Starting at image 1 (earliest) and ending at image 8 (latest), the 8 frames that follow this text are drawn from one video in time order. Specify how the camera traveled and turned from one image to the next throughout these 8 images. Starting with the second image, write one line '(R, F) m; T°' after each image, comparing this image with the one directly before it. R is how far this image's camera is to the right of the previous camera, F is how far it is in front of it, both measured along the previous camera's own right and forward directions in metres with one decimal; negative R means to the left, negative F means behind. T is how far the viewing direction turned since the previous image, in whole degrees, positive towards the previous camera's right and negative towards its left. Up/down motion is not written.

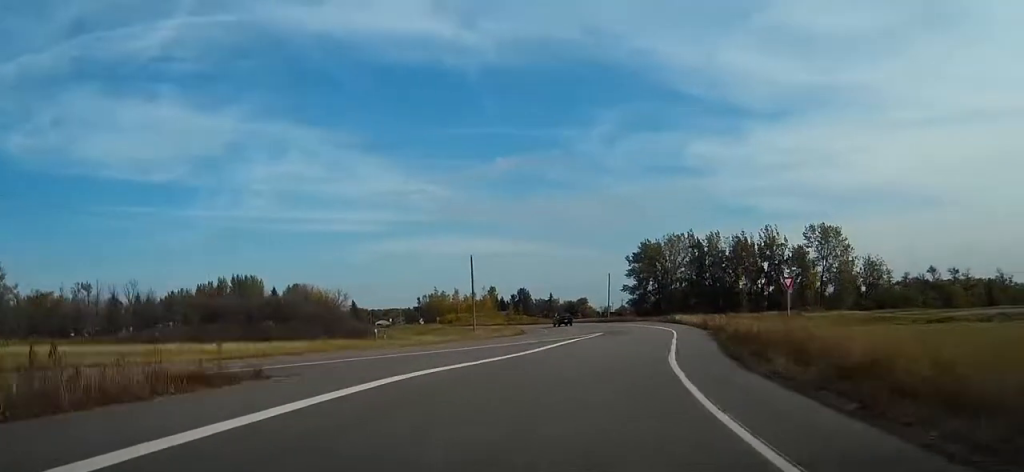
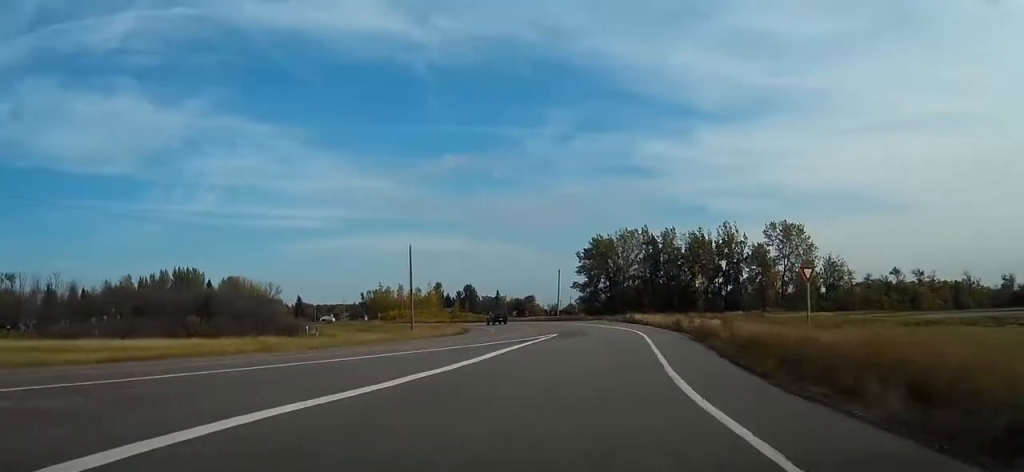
(+0.3, +7.8) m; +4°
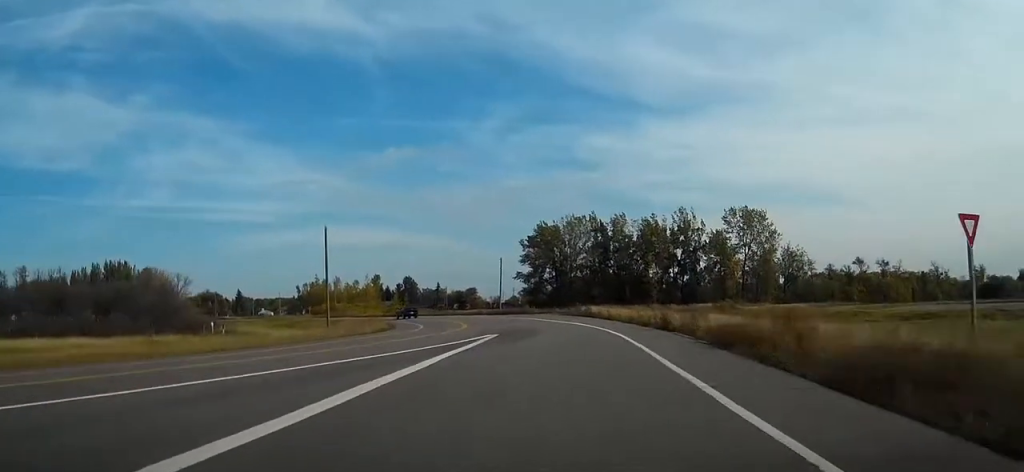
(+0.7, +12.5) m; +4°
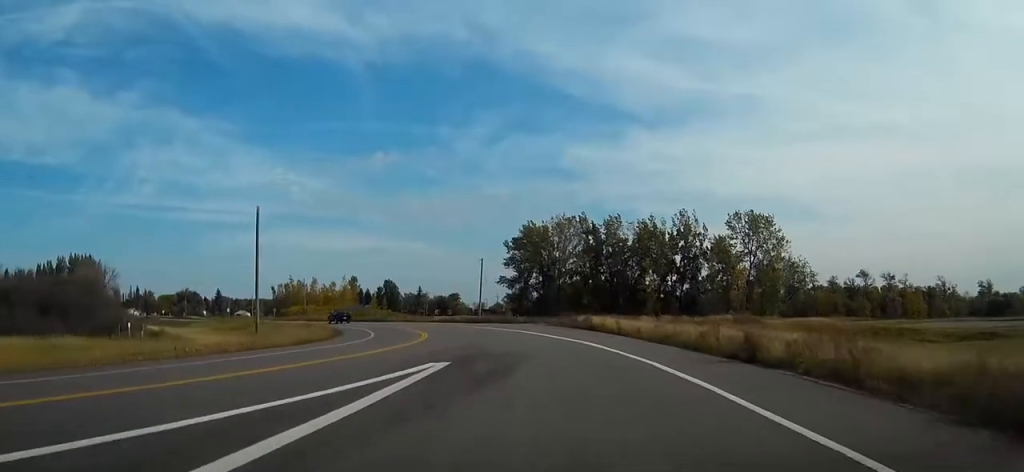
(+0.5, +14.6) m; +2°
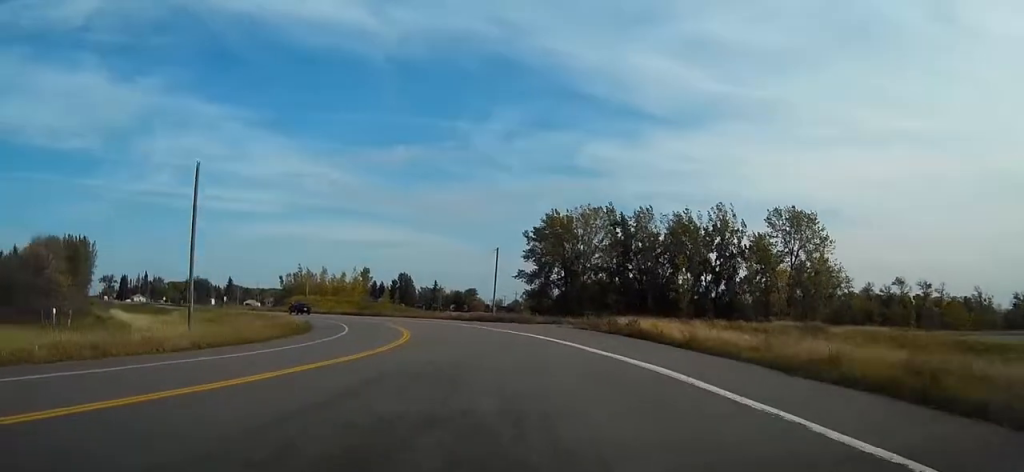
(0.0, +14.1) m; -1°
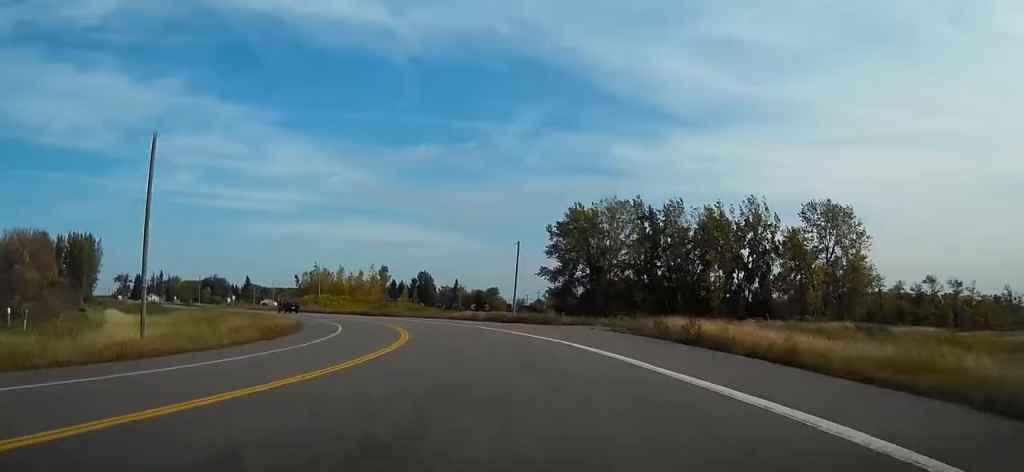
(0.0, +7.8) m; -1°
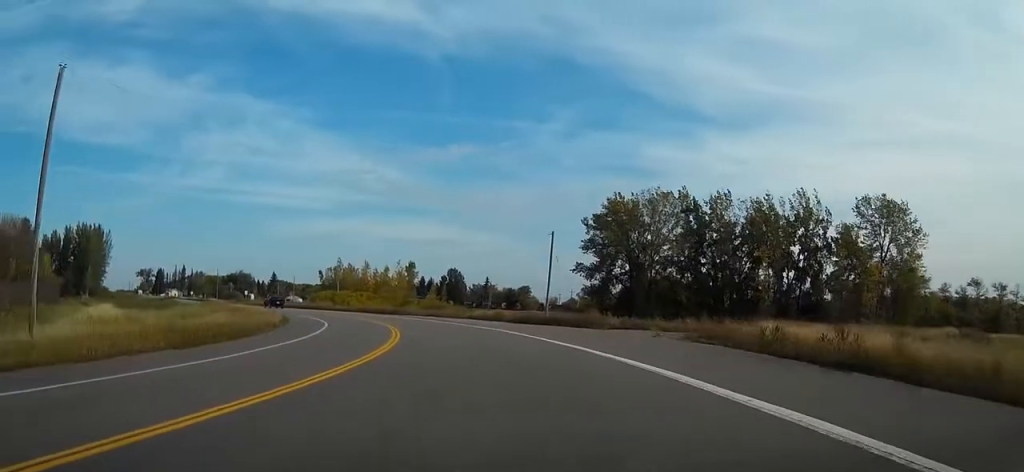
(-0.2, +10.8) m; -3°
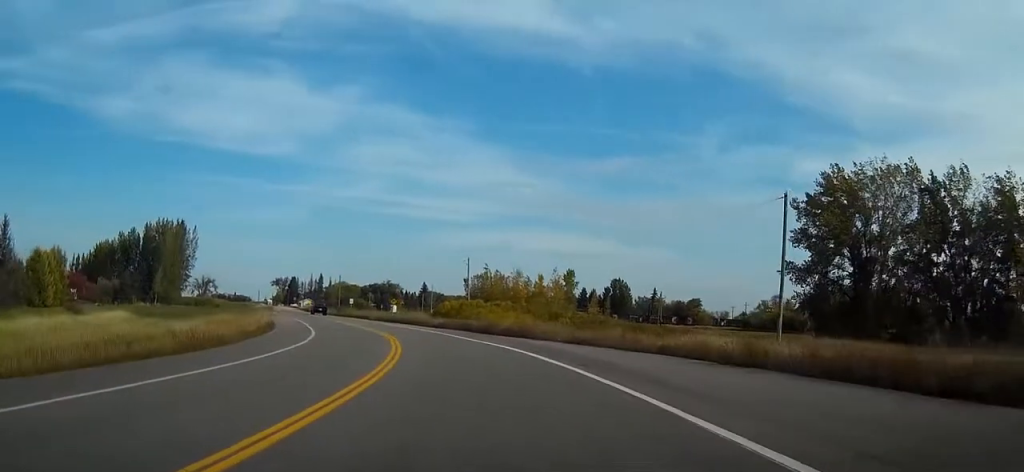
(-3.2, +34.0) m; -13°
